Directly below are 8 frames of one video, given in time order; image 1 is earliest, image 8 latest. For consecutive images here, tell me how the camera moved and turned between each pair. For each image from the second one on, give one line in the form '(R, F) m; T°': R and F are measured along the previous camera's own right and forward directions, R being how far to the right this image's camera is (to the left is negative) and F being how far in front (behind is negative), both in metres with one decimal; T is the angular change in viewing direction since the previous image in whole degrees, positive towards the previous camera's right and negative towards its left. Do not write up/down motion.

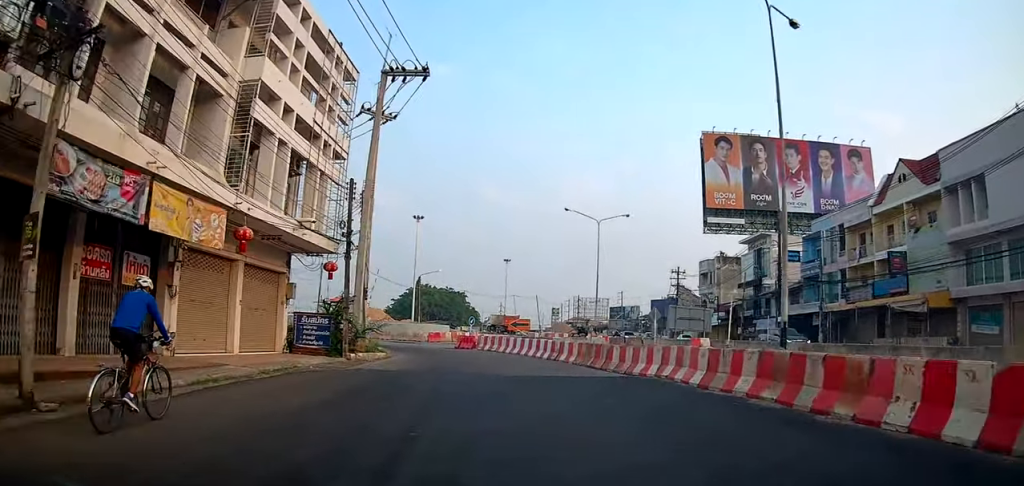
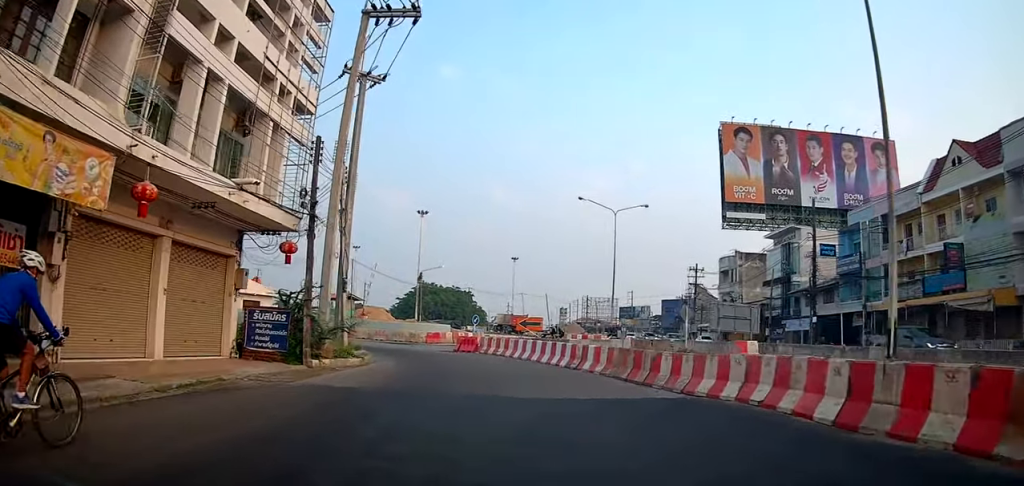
(-0.2, +5.2) m; +1°
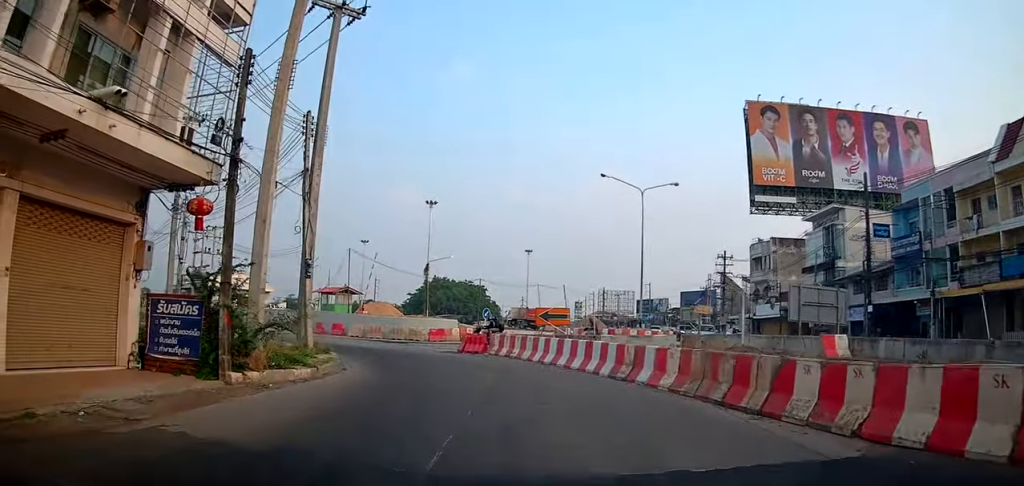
(+0.1, +6.2) m; +3°
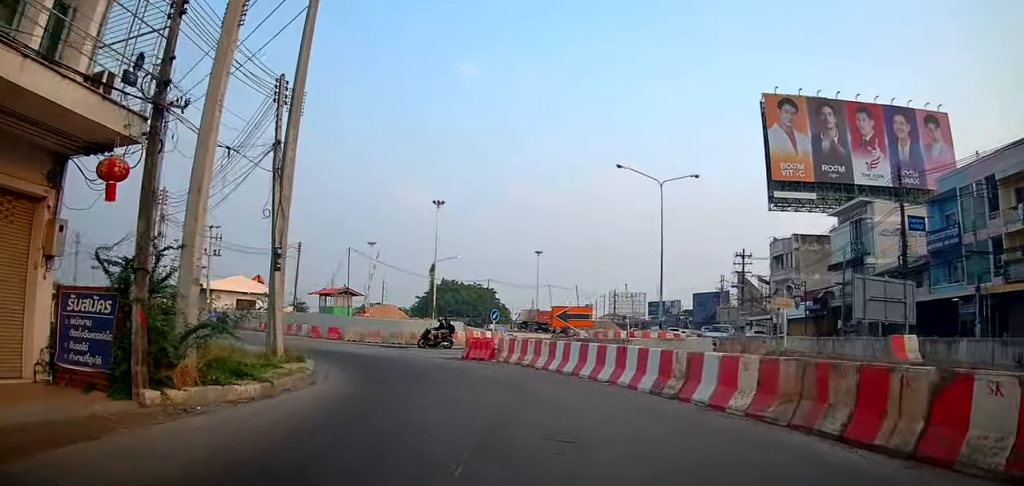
(+0.2, +3.3) m; +2°
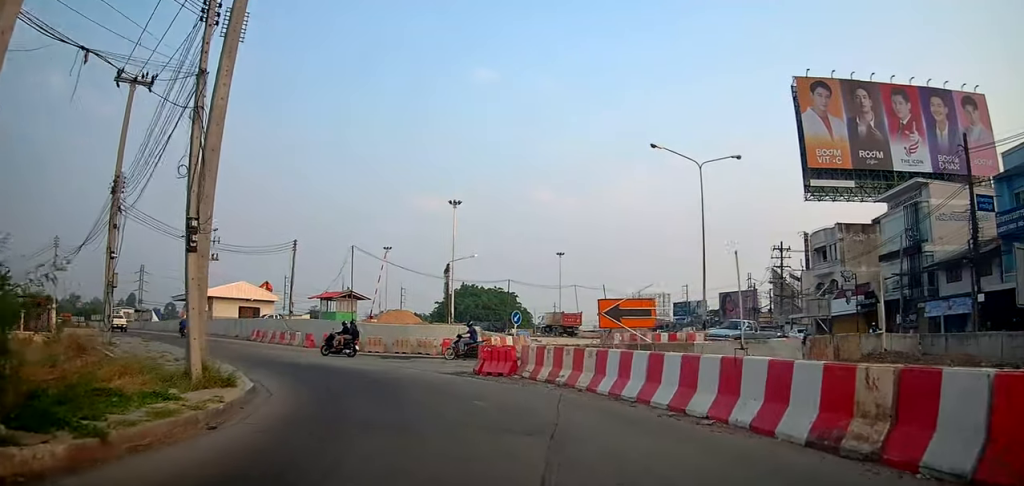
(-0.1, +4.9) m; -1°
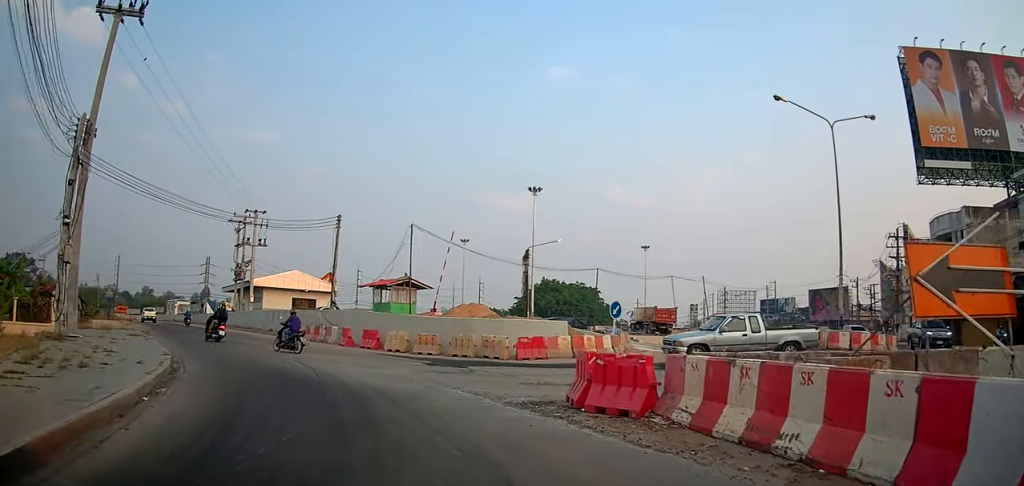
(-0.3, +7.0) m; -8°
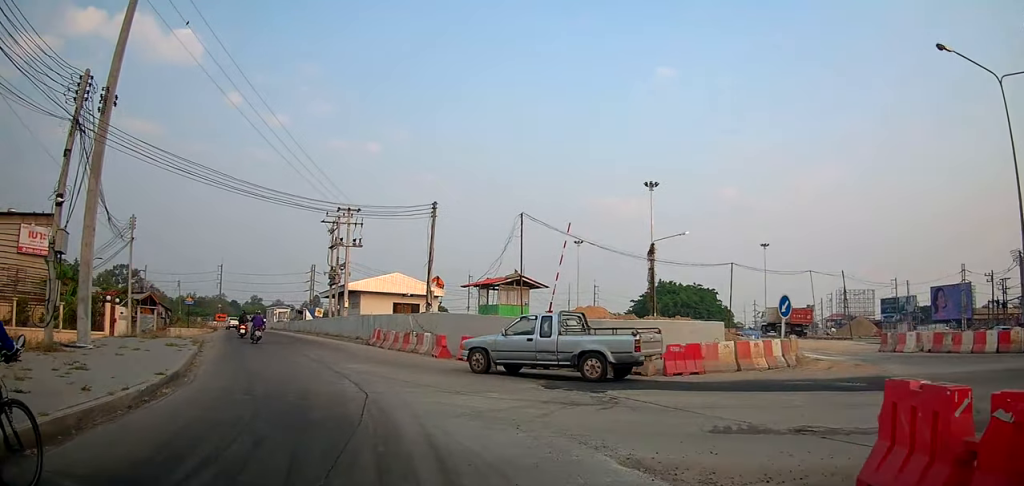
(-0.7, +4.9) m; -6°
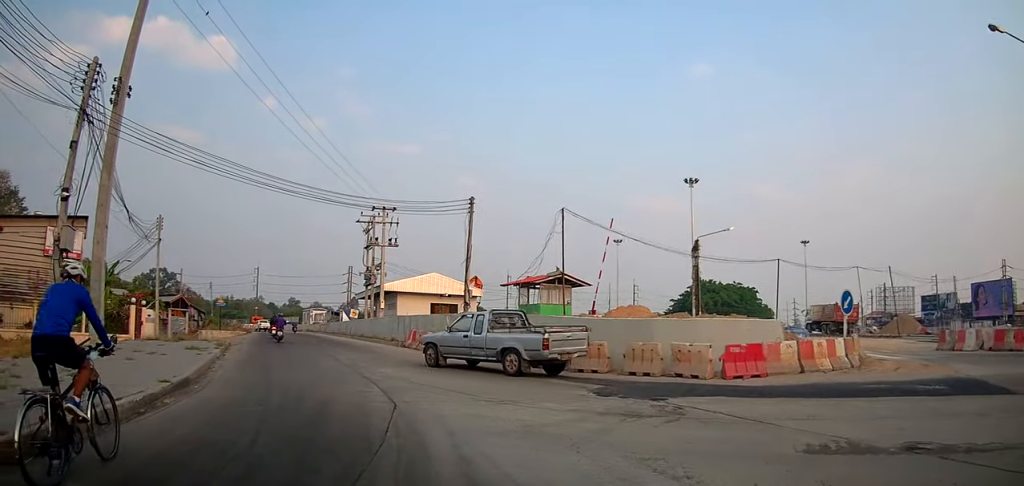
(0.0, +1.0) m; -3°
